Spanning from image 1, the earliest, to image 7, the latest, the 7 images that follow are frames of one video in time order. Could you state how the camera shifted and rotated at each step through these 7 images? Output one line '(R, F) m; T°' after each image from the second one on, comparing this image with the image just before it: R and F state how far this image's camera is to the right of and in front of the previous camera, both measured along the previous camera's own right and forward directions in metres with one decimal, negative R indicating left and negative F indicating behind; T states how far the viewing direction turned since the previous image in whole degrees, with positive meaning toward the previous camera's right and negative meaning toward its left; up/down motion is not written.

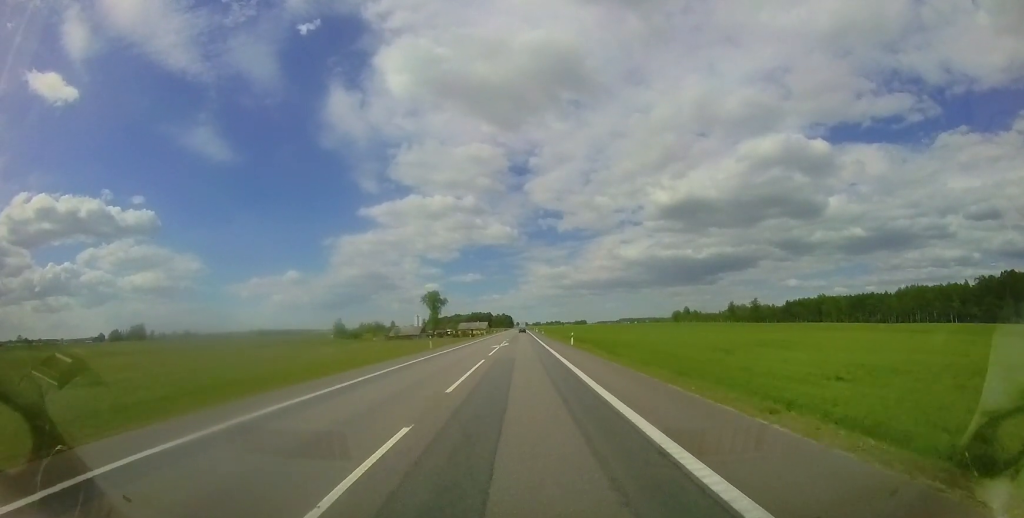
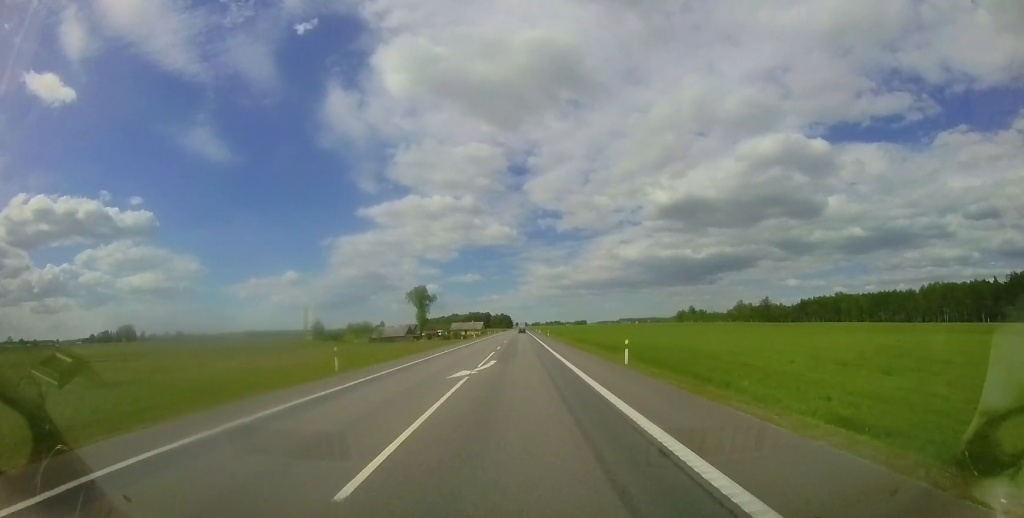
(-0.1, +17.9) m; 0°
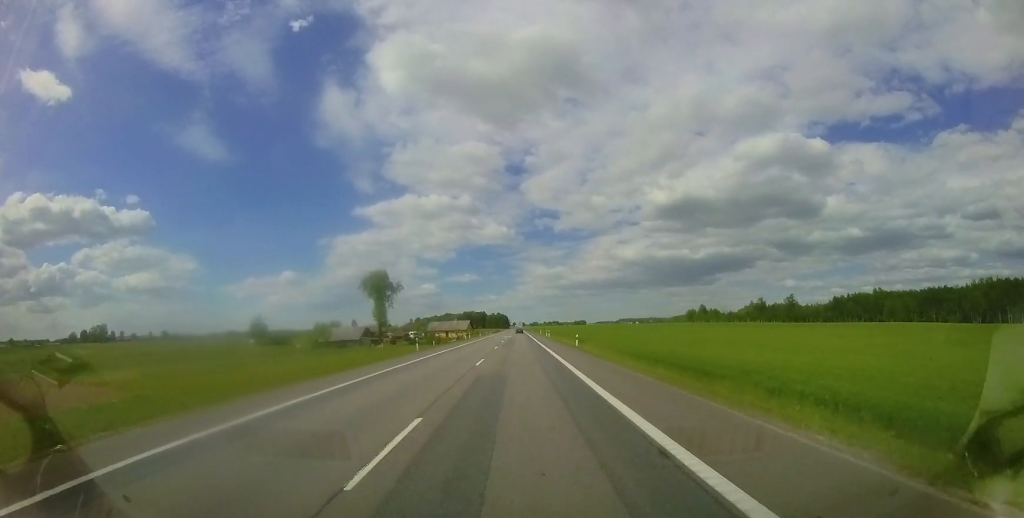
(+0.3, +35.9) m; +1°
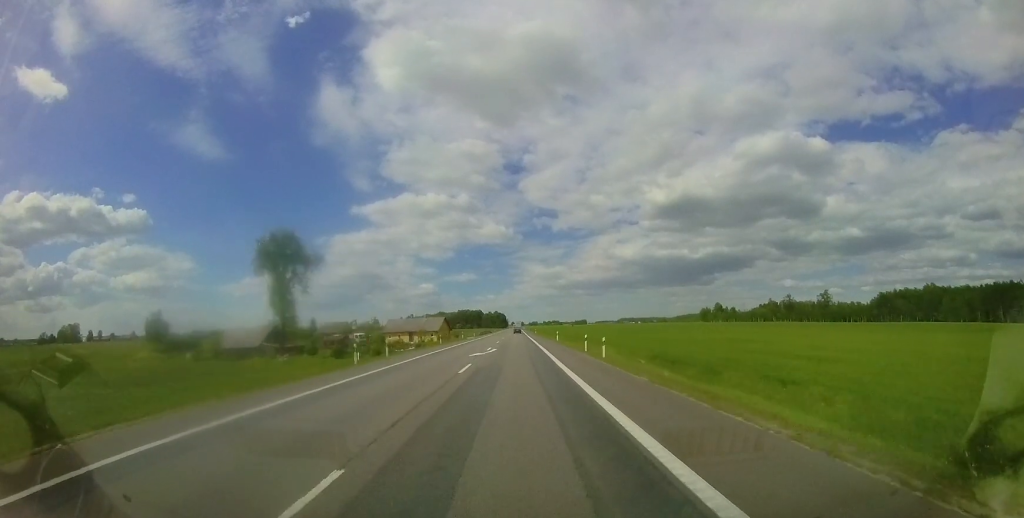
(+0.3, +39.2) m; 0°
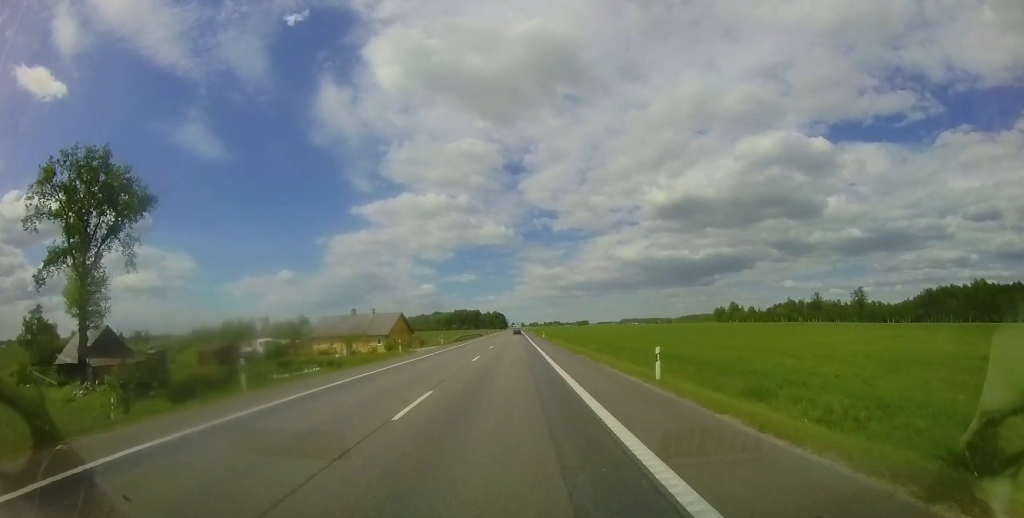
(-0.2, +30.4) m; -1°
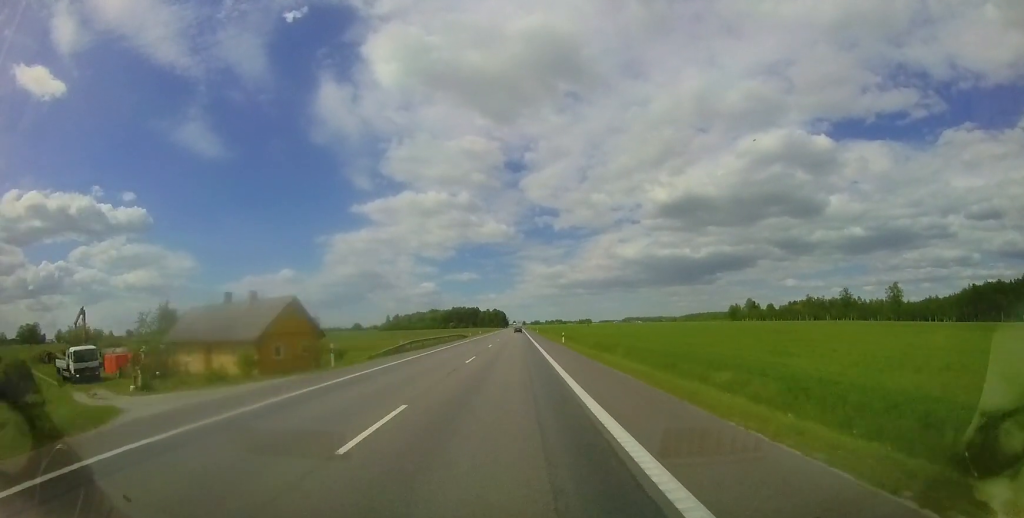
(-0.1, +25.7) m; 0°
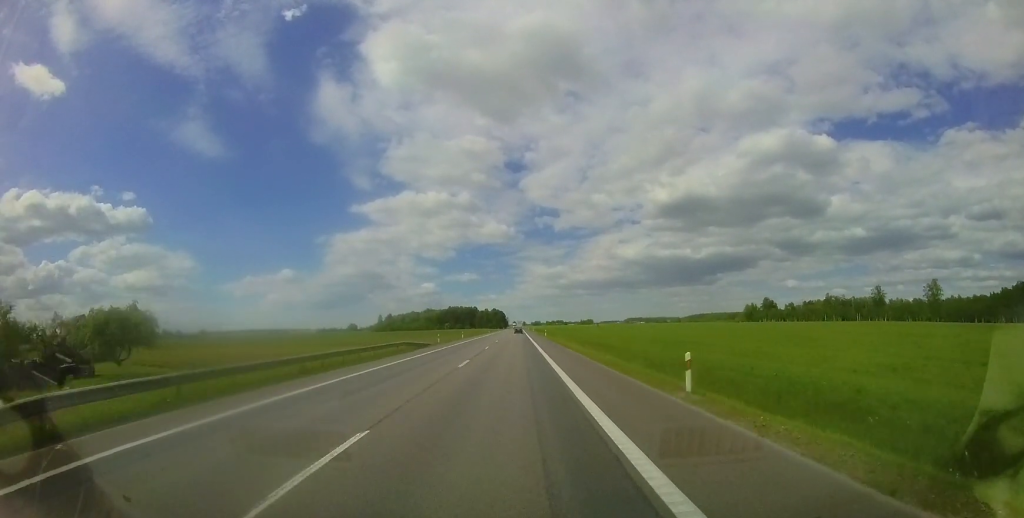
(+0.1, +25.7) m; 0°
